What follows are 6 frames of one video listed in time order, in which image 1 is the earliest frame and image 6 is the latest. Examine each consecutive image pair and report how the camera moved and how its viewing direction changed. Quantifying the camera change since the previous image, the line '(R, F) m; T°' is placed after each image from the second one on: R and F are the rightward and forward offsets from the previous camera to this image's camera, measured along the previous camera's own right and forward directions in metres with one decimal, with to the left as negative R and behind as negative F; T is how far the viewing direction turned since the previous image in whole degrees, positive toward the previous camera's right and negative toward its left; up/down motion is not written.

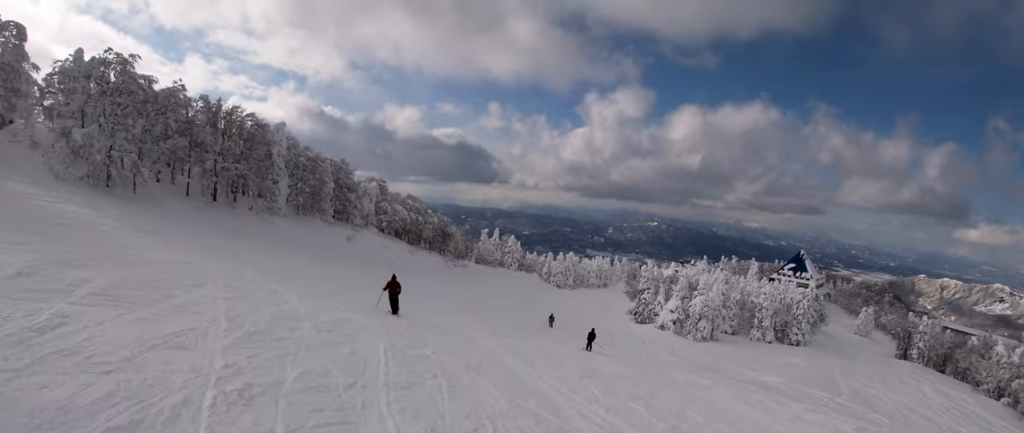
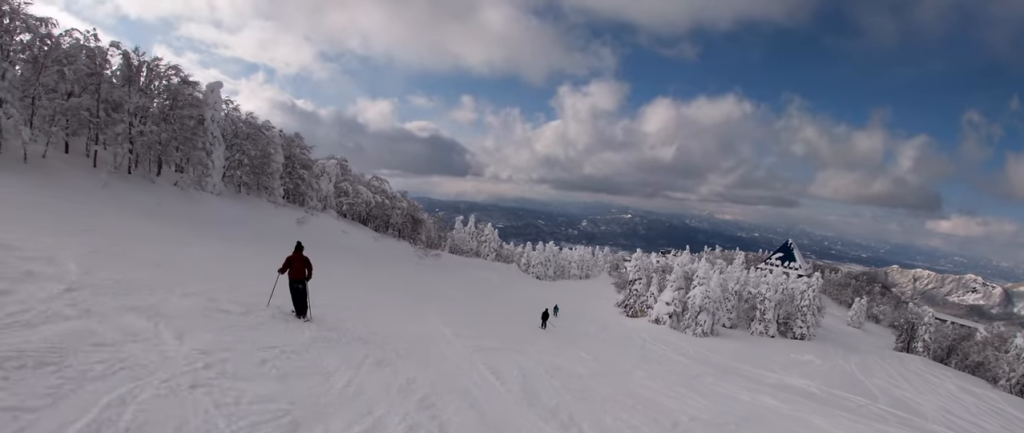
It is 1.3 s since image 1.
(+1.1, +10.5) m; +6°
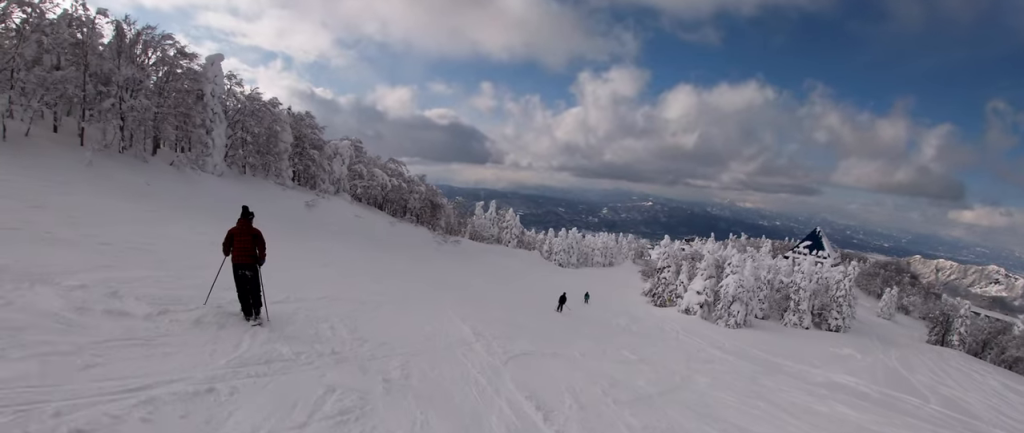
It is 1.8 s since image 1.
(+0.4, +4.3) m; -1°
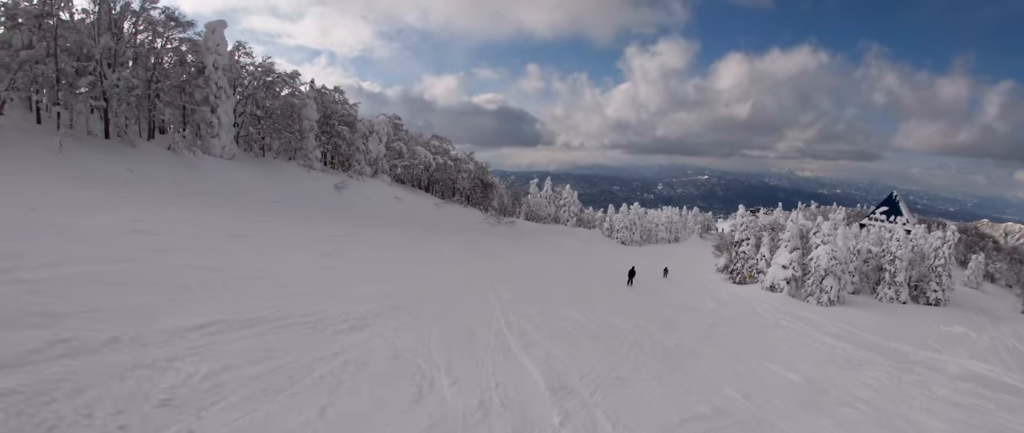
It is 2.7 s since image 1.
(-1.0, +8.3) m; -7°
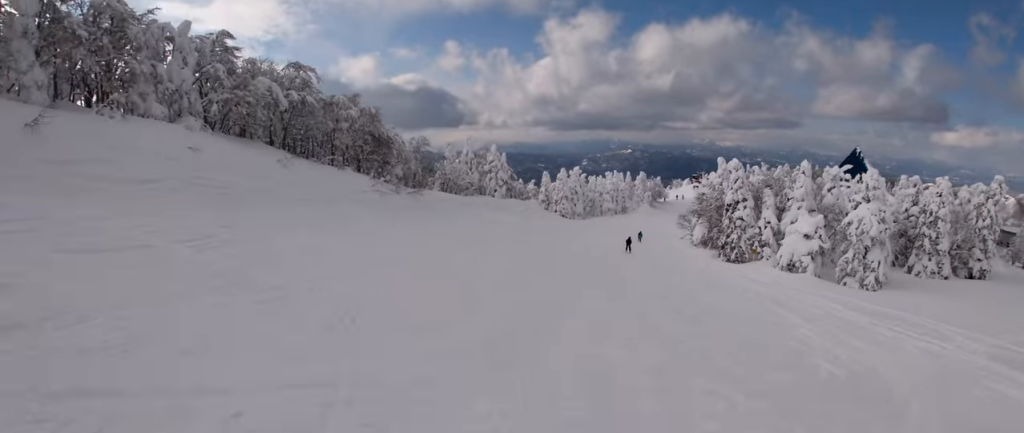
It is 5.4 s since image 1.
(+2.5, +25.8) m; +8°
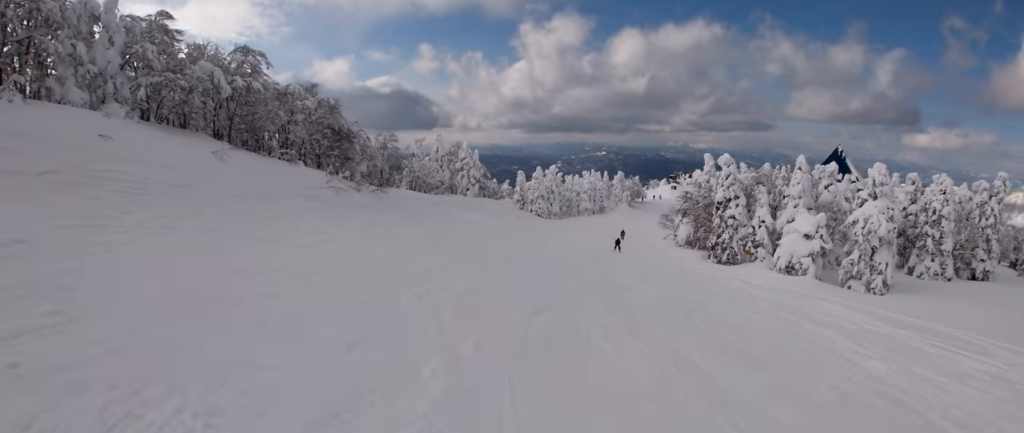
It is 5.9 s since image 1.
(-0.1, +5.4) m; +4°
